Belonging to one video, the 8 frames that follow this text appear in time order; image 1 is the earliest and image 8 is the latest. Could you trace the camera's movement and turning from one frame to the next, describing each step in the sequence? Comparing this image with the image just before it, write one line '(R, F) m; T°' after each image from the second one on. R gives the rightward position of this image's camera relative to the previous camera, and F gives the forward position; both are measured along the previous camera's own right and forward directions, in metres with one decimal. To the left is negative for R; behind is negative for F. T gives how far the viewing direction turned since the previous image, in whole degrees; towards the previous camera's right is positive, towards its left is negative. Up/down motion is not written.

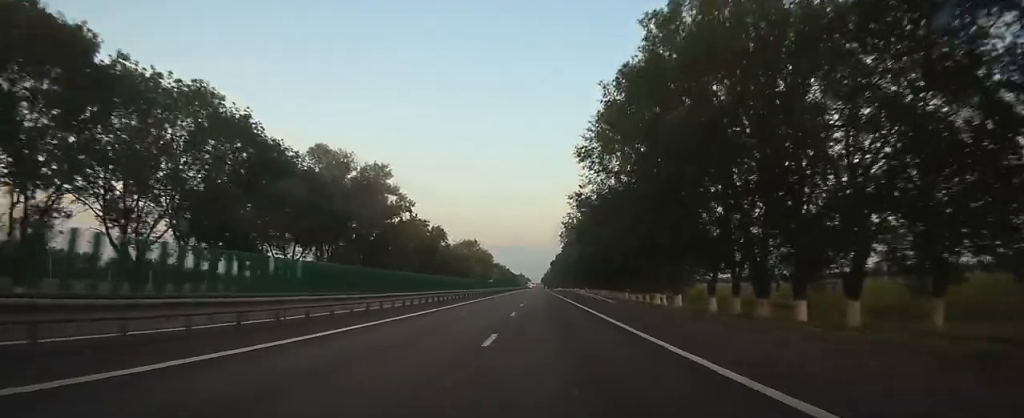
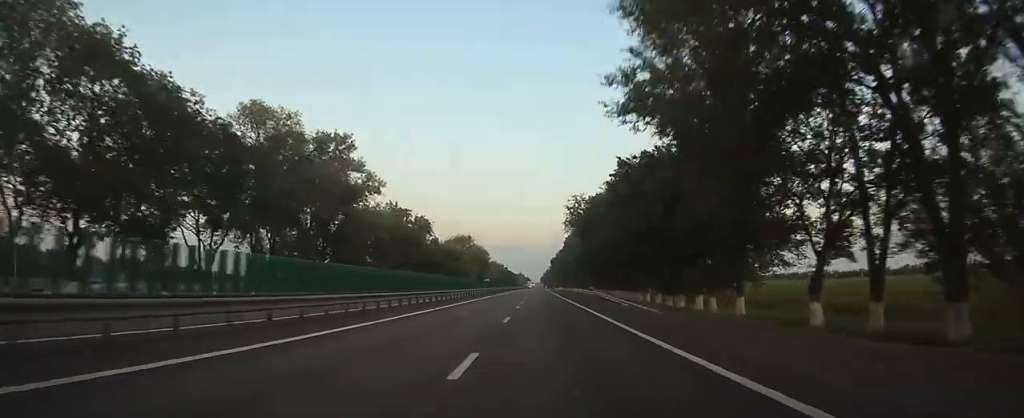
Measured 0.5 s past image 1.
(0.0, +16.4) m; 0°
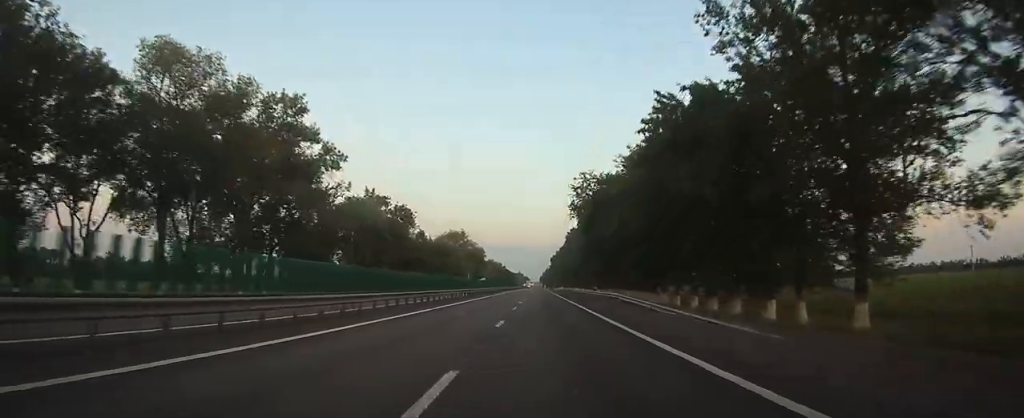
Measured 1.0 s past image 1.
(0.0, +14.4) m; 0°
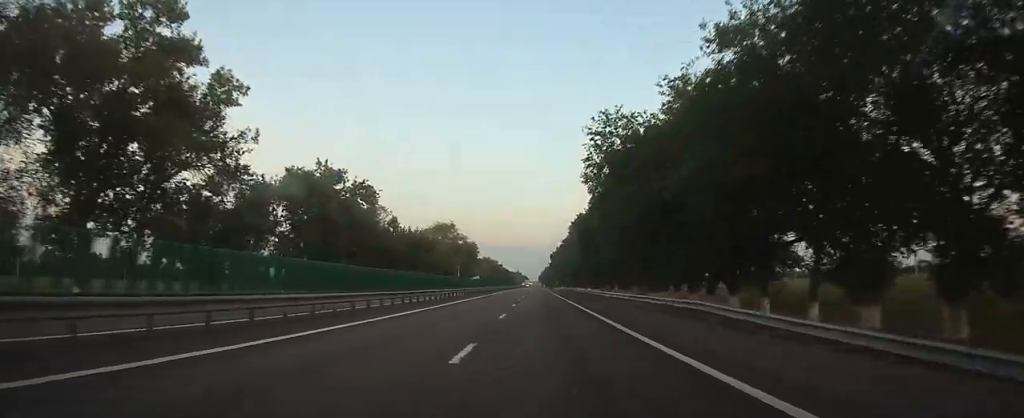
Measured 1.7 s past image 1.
(0.0, +20.5) m; 0°
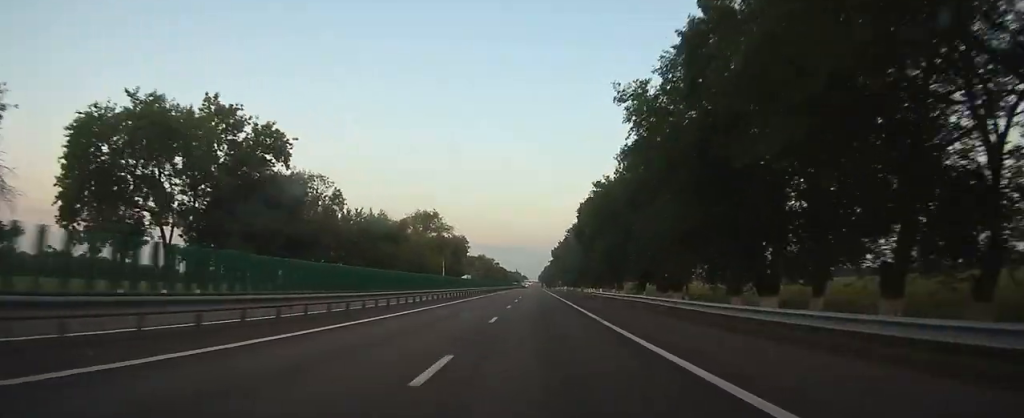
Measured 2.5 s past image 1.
(0.0, +26.3) m; 0°
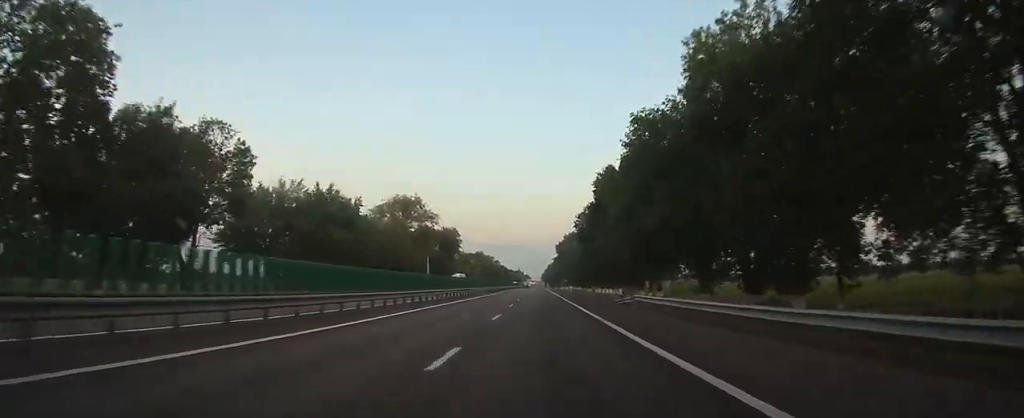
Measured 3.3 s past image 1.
(+0.1, +22.8) m; 0°
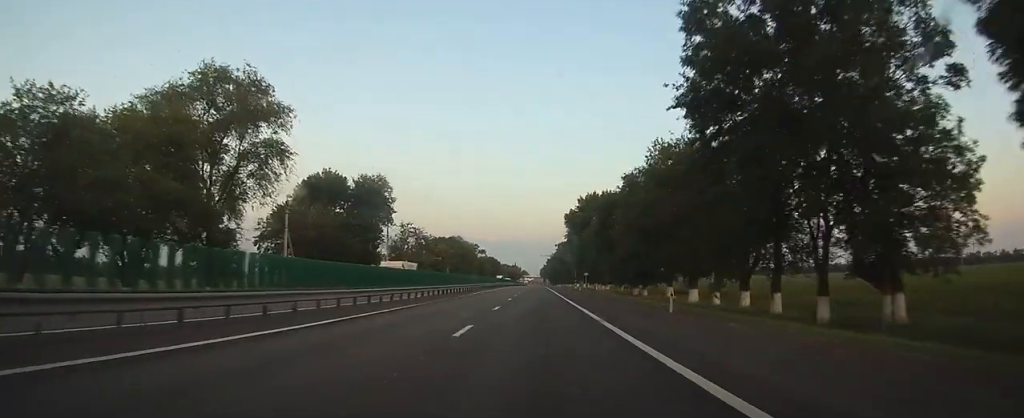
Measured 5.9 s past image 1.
(-0.1, +70.9) m; -1°
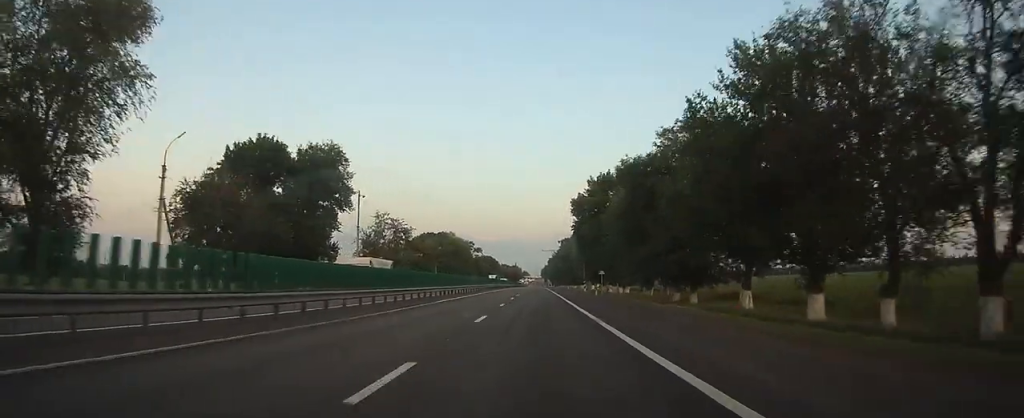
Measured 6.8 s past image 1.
(-0.1, +21.9) m; 0°
